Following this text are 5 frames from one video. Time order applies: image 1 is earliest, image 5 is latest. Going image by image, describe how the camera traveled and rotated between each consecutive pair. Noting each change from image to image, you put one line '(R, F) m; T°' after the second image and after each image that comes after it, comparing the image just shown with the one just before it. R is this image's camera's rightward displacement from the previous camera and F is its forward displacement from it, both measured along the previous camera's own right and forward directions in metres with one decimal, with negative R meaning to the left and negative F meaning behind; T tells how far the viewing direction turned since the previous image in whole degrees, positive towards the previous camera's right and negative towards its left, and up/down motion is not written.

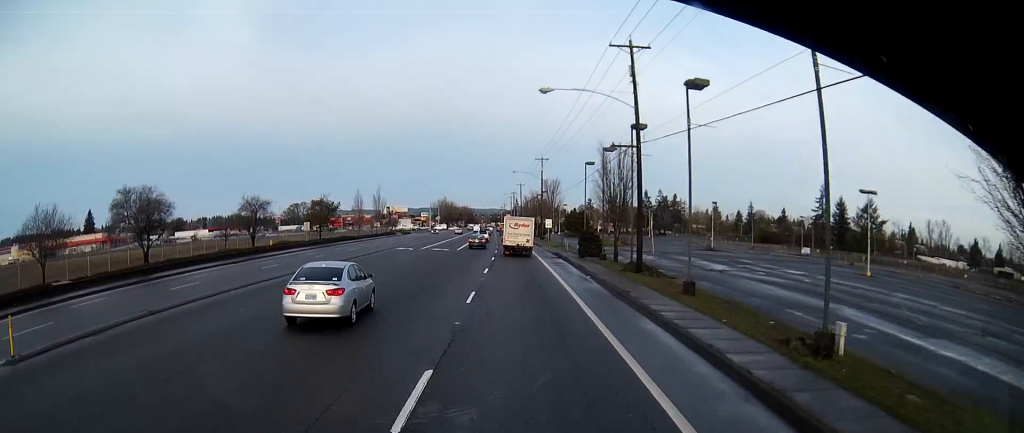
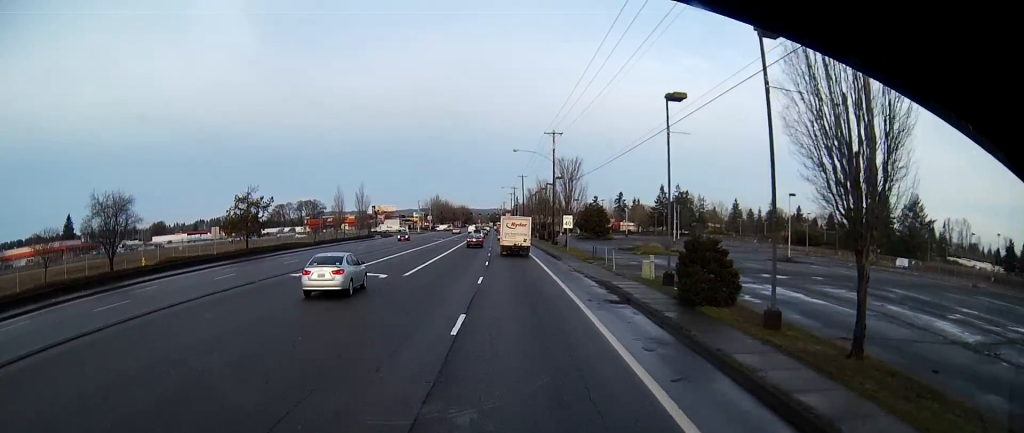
(+0.7, +29.7) m; +2°
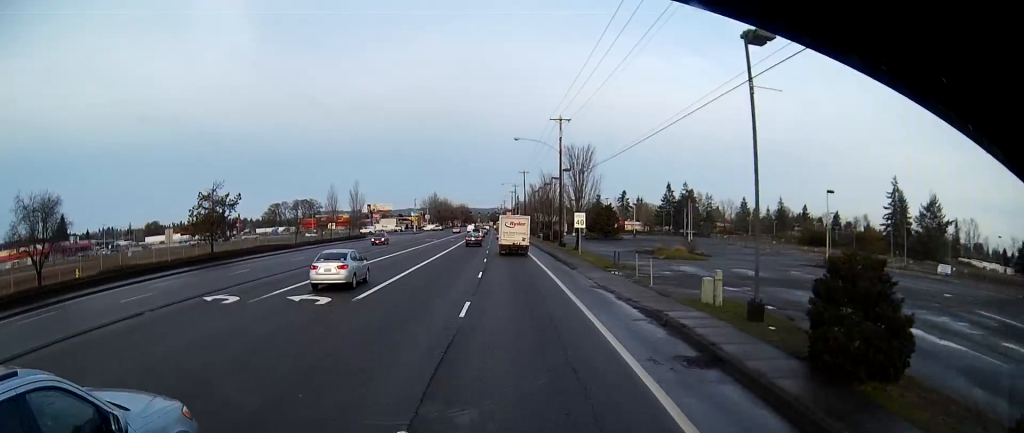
(0.0, +9.7) m; 0°
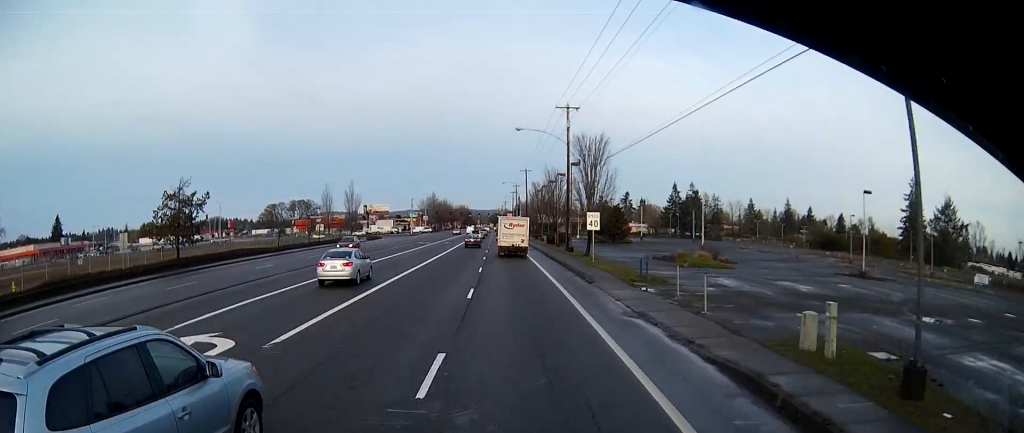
(-0.1, +7.6) m; -1°
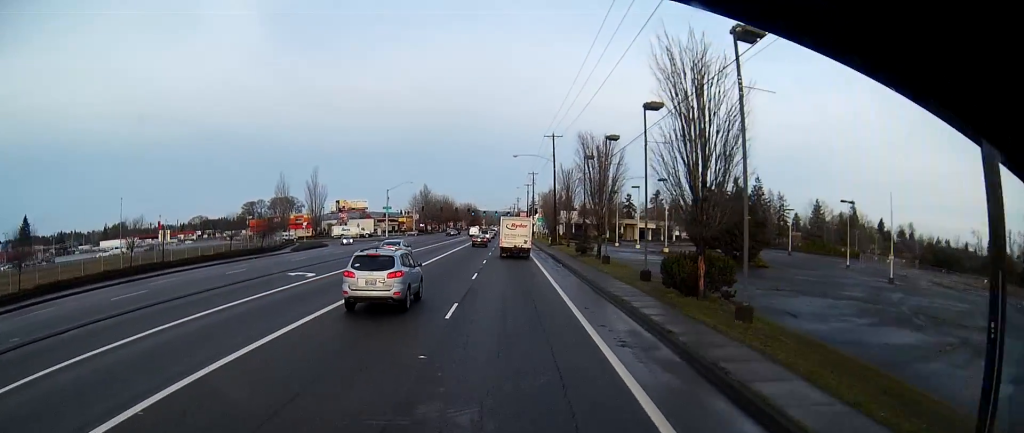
(-0.2, +53.1) m; -3°
